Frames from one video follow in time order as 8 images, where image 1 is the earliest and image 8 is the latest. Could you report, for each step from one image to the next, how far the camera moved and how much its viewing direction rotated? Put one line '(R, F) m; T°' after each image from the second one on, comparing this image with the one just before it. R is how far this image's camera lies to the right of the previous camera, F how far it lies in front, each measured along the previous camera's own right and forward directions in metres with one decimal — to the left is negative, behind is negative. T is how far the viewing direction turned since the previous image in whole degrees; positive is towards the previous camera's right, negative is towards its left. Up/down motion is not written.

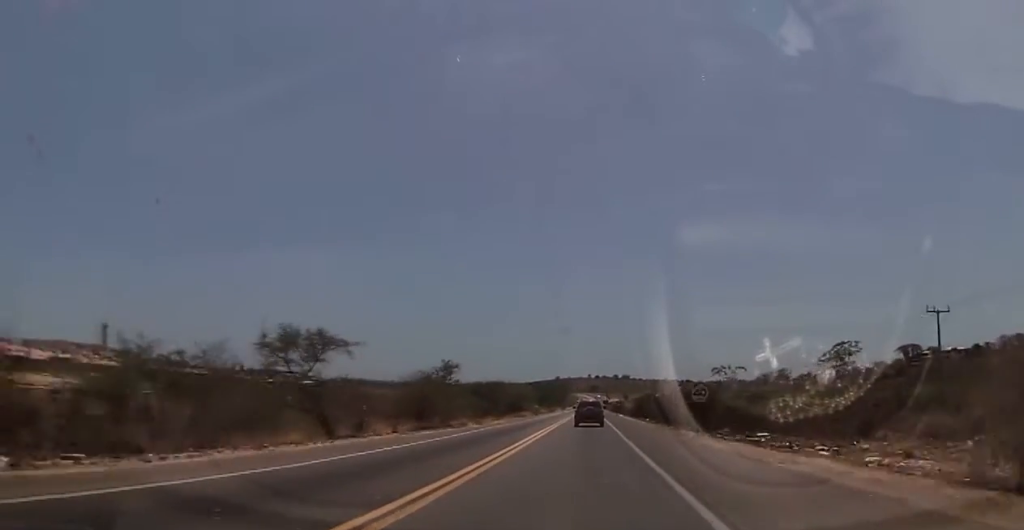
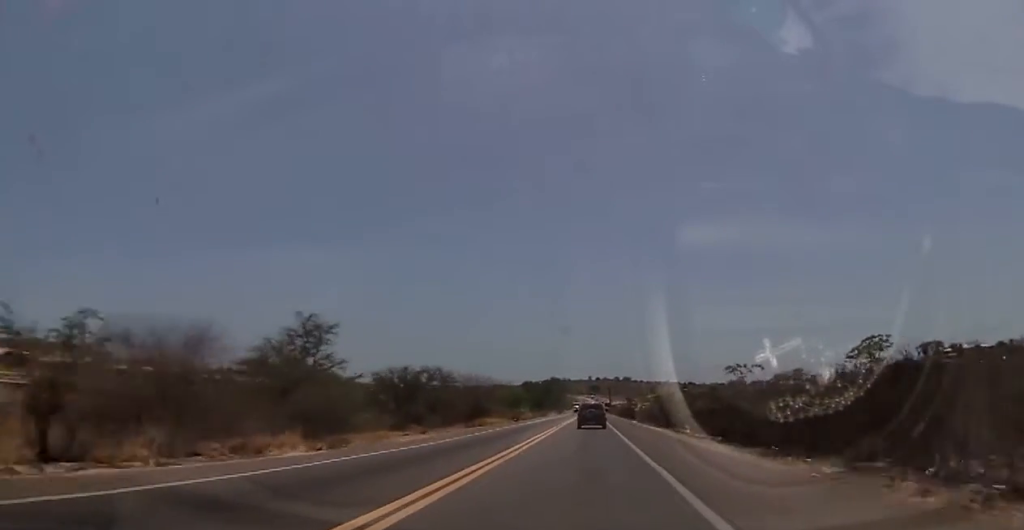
(+0.5, +30.0) m; +1°
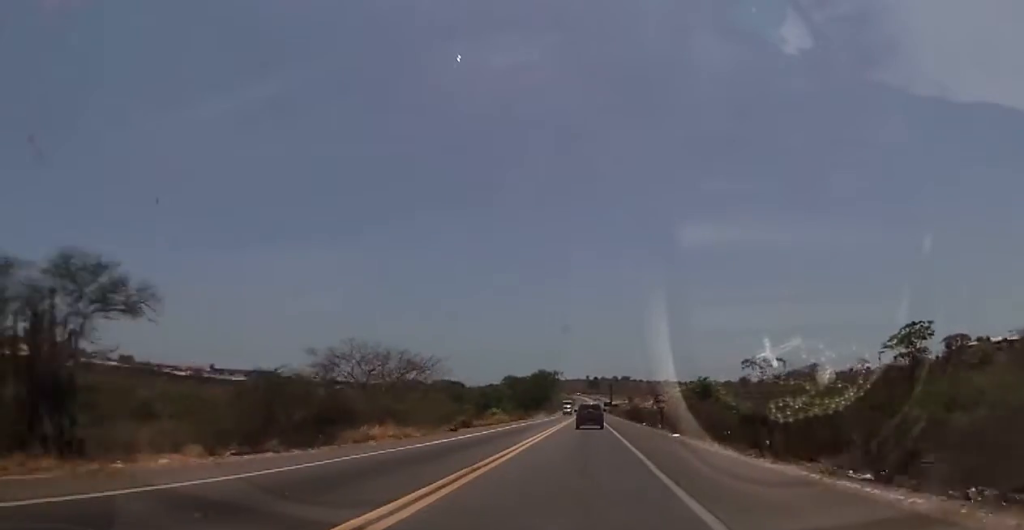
(-0.6, +34.8) m; -1°
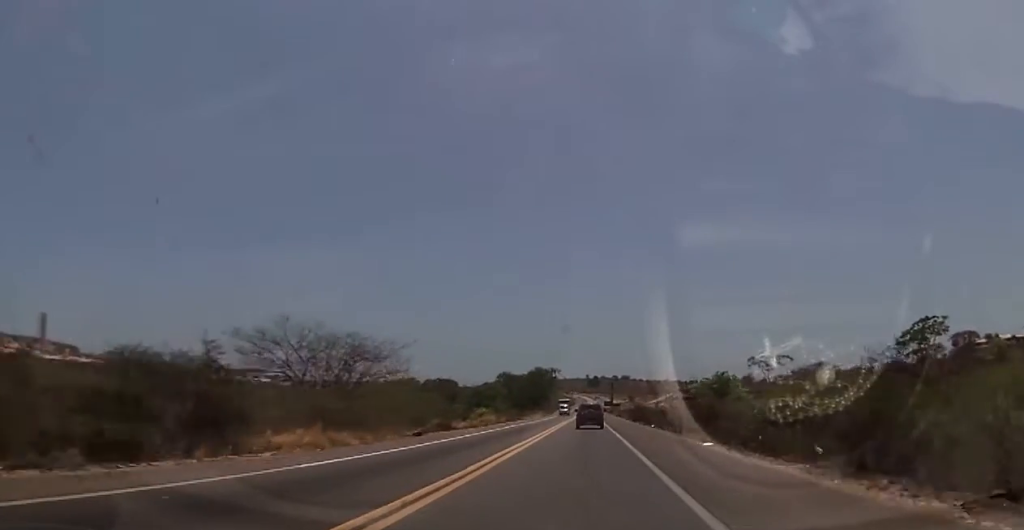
(-0.1, +9.4) m; +1°
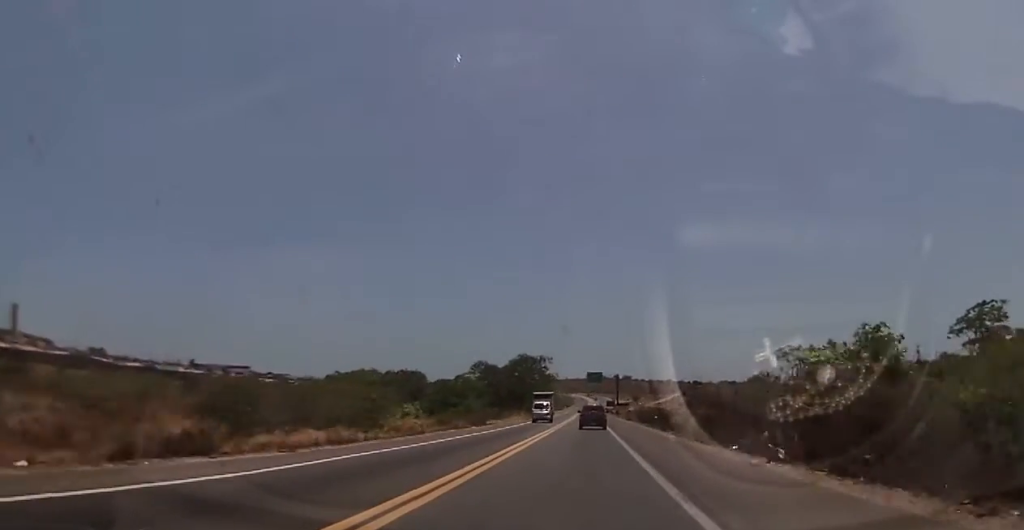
(+0.6, +32.8) m; 0°
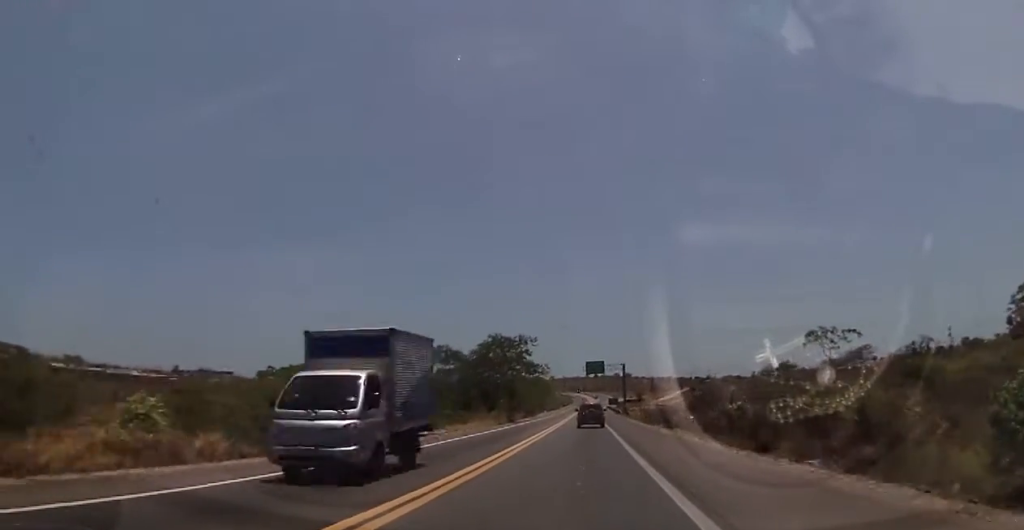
(-0.3, +29.8) m; 0°
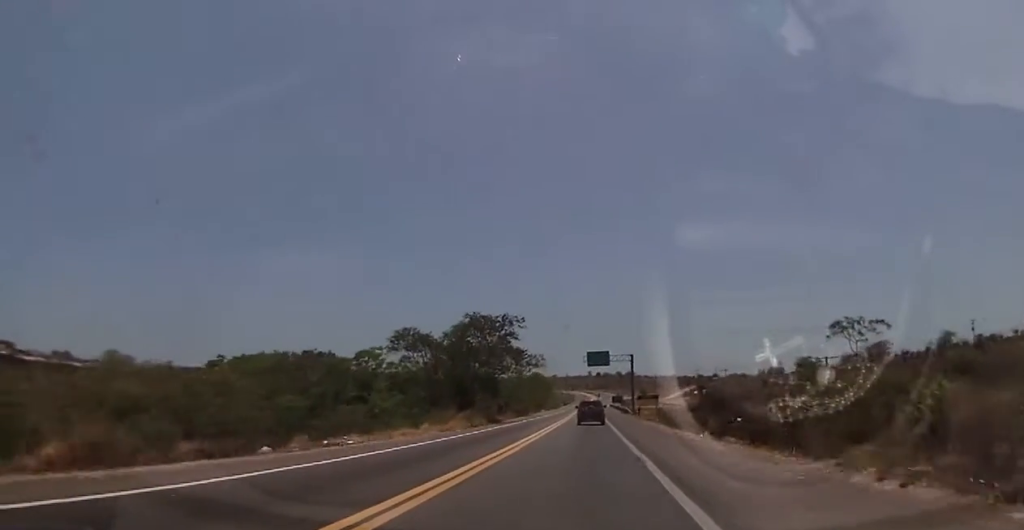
(+0.3, +16.5) m; 0°
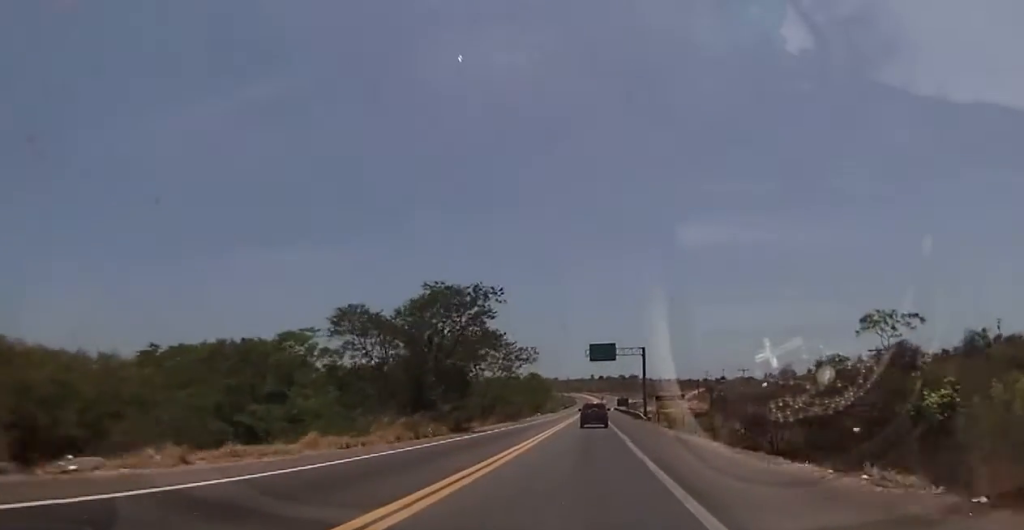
(-0.3, +16.7) m; -1°
